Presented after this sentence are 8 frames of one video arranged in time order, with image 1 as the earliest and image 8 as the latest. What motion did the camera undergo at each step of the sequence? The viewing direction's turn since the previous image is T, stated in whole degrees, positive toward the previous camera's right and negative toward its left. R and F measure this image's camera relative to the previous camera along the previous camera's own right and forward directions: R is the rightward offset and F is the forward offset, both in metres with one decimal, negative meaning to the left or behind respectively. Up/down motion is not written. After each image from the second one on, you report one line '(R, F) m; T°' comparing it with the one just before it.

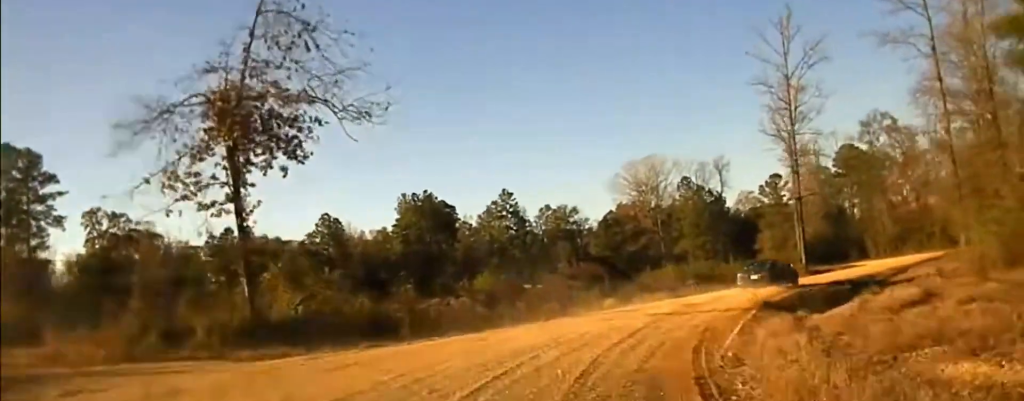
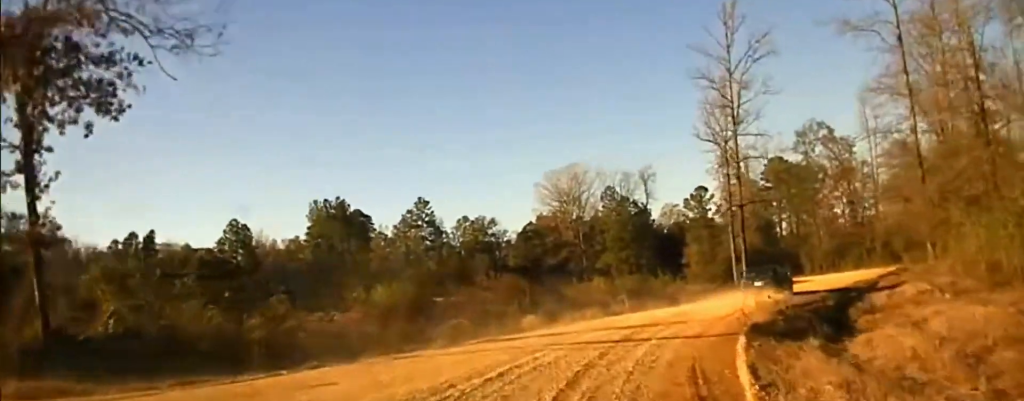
(+0.6, +6.7) m; +6°
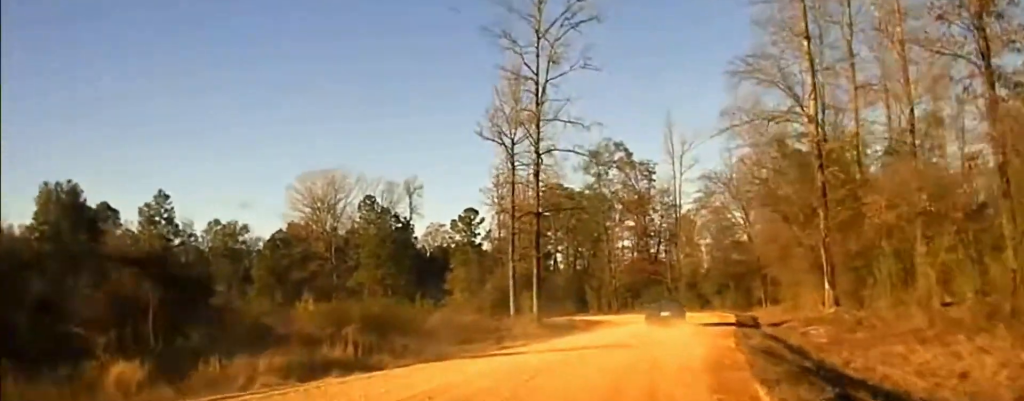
(+2.5, +17.8) m; +14°
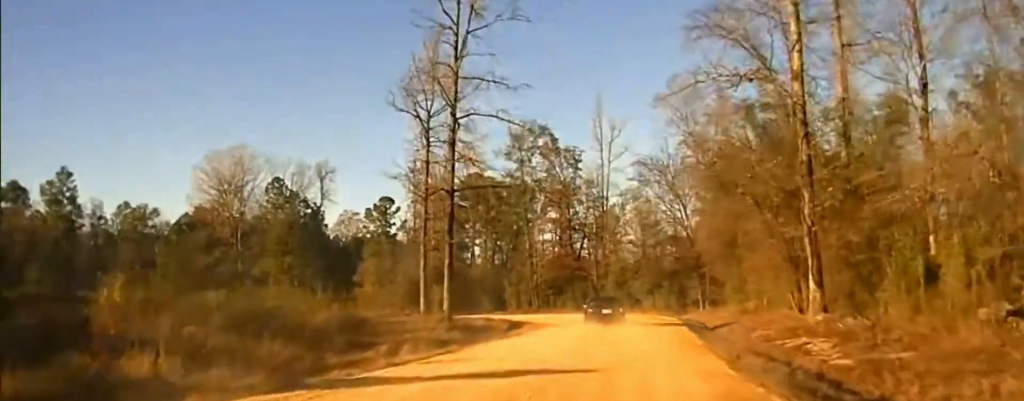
(+0.2, +7.6) m; +5°
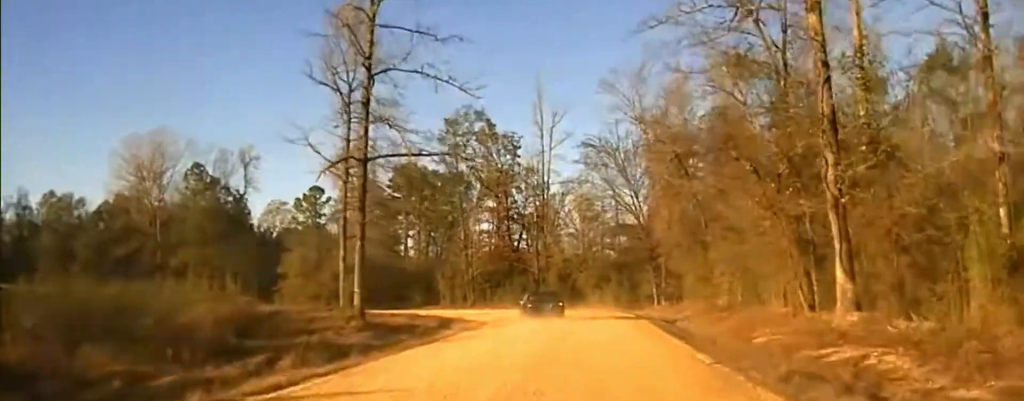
(+0.4, +8.1) m; +3°
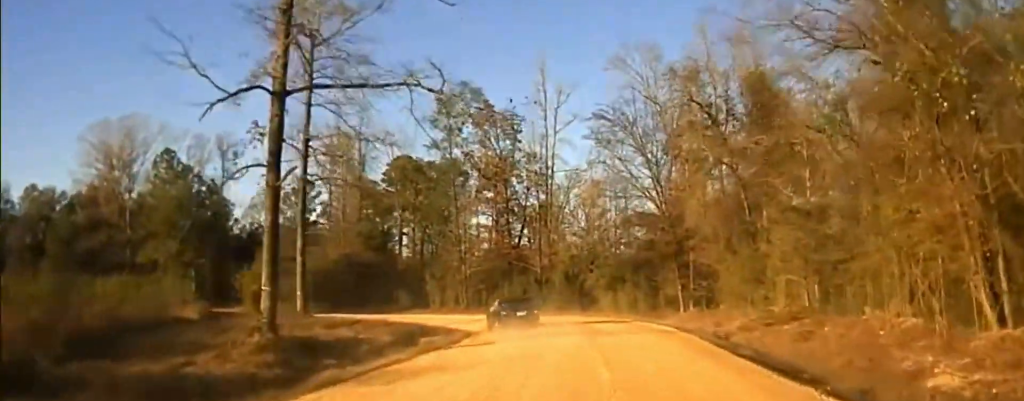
(+0.5, +11.0) m; +3°
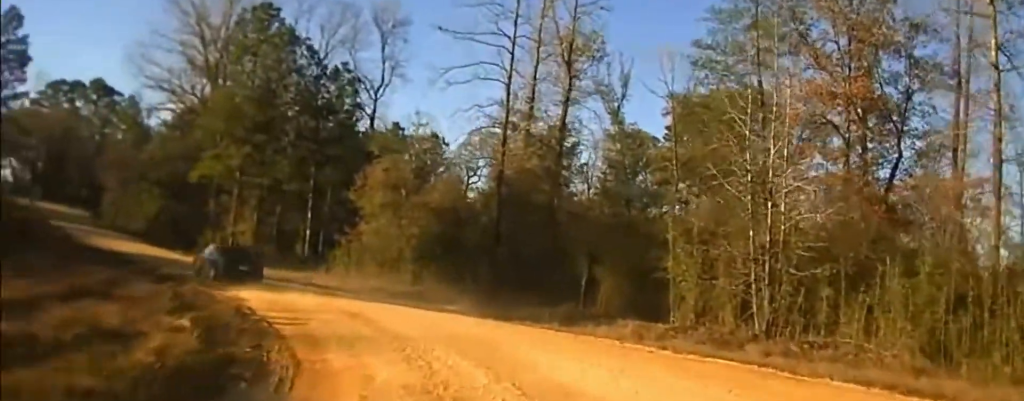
(-2.3, +56.6) m; -15°
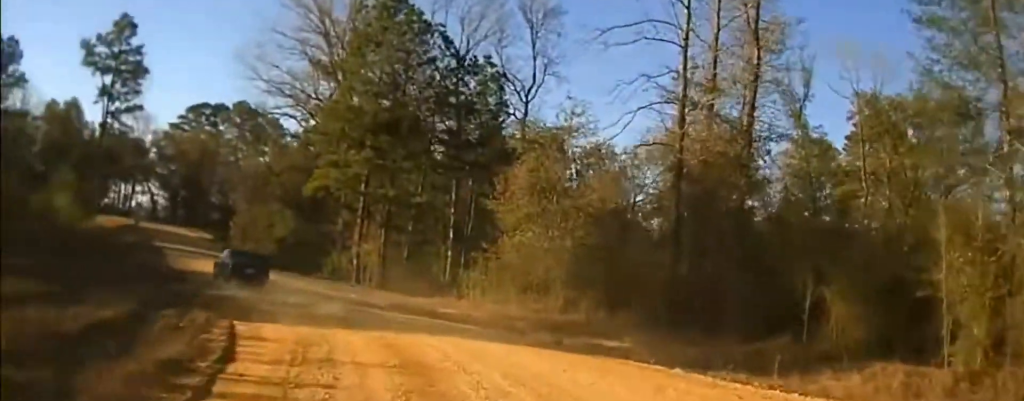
(-1.1, +9.6) m; -10°
